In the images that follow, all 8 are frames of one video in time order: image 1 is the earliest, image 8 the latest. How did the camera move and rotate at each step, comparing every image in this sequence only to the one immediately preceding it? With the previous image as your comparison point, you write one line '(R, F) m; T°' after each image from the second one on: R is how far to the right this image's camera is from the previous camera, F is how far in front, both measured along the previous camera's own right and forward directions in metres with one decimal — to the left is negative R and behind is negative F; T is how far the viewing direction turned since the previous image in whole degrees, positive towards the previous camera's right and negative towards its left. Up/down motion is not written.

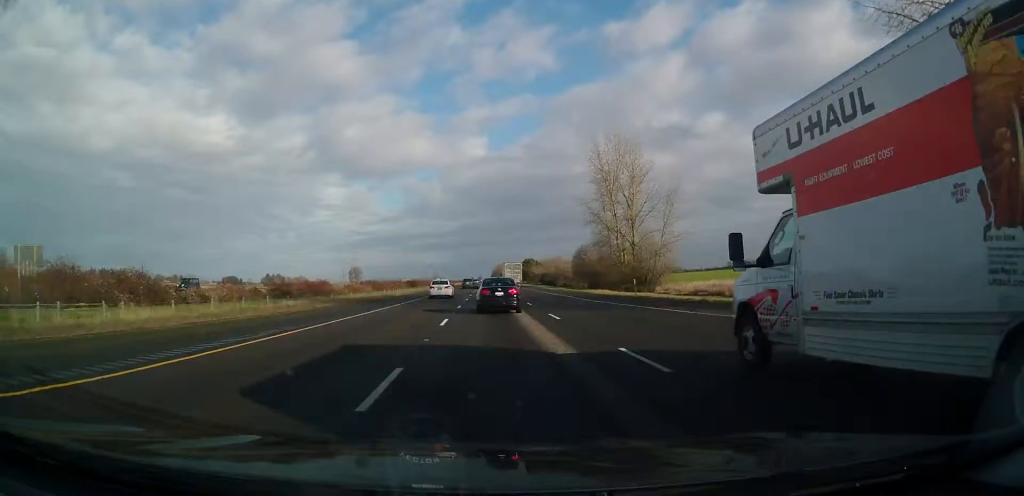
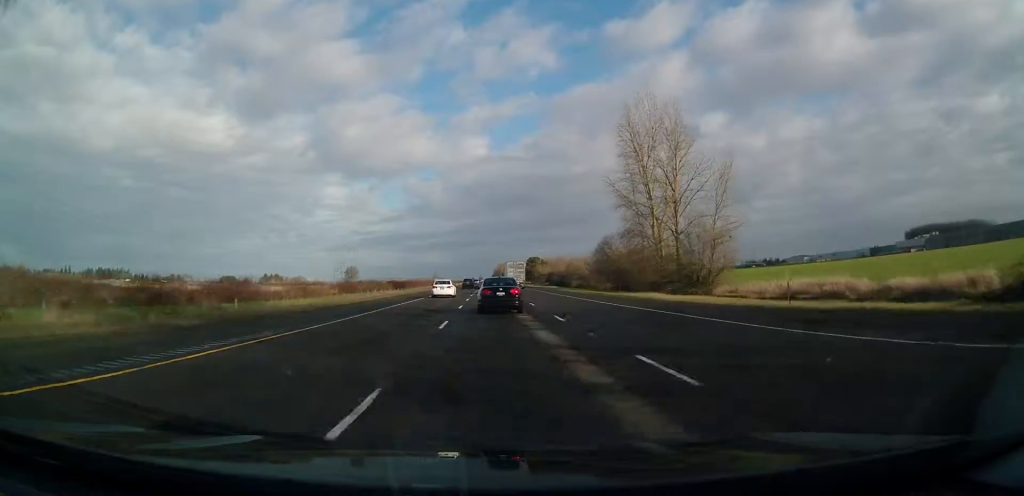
(+0.1, +27.6) m; 0°
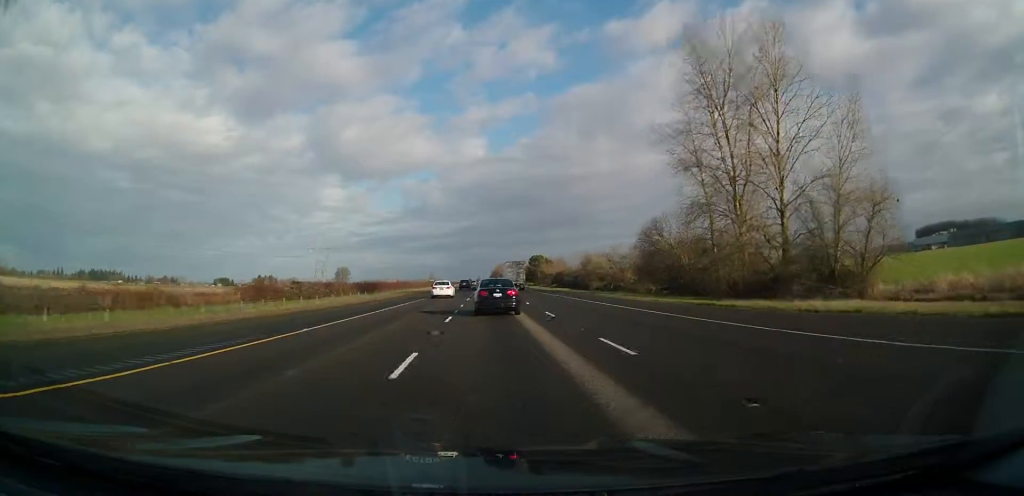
(-0.1, +34.9) m; -1°
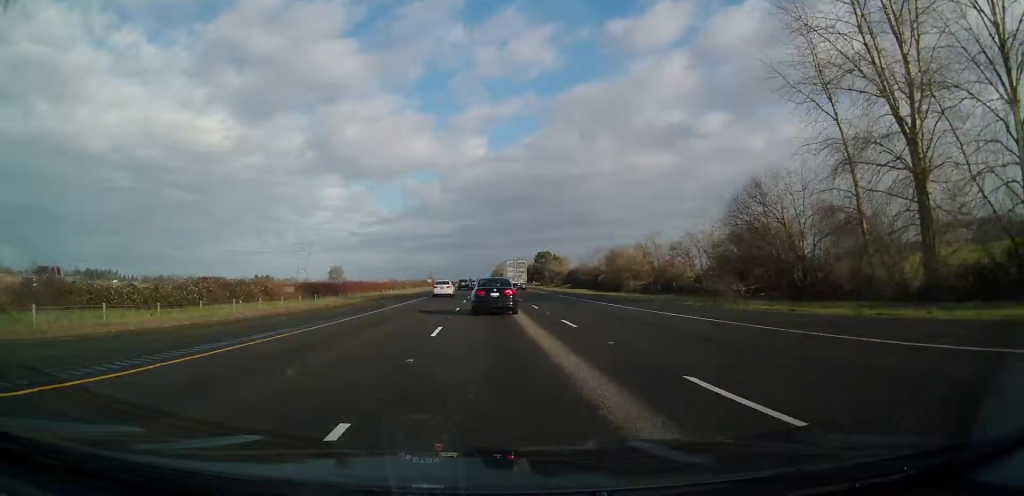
(-0.5, +30.8) m; 0°
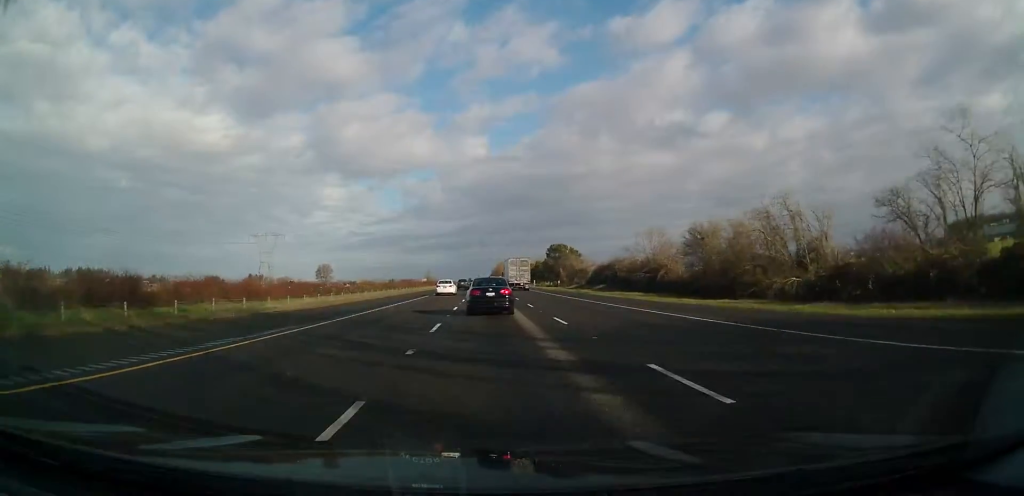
(+0.9, +48.3) m; +1°
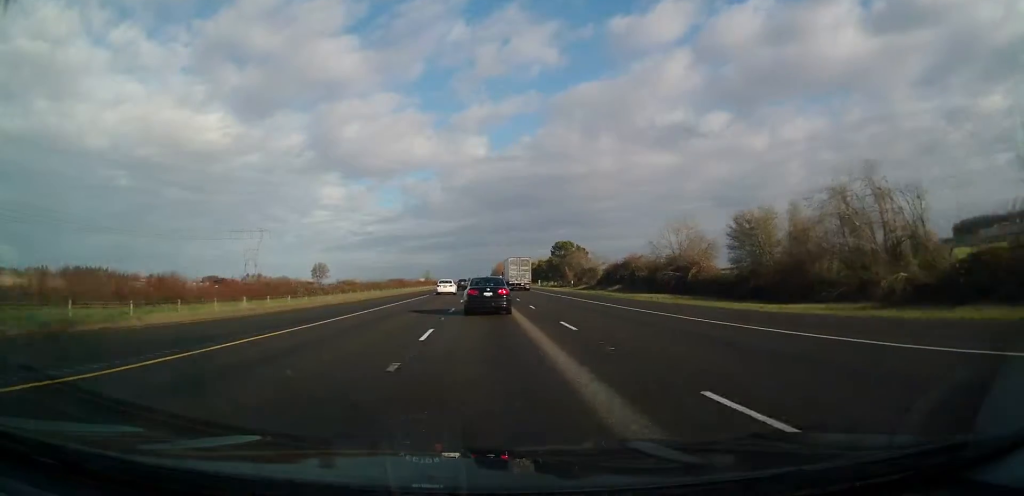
(+0.1, +14.6) m; 0°
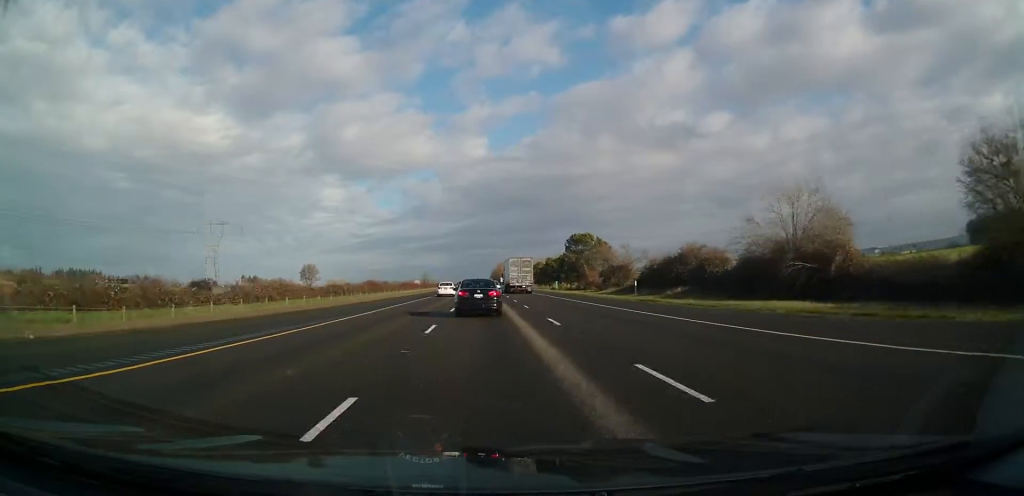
(-0.4, +34.4) m; 0°
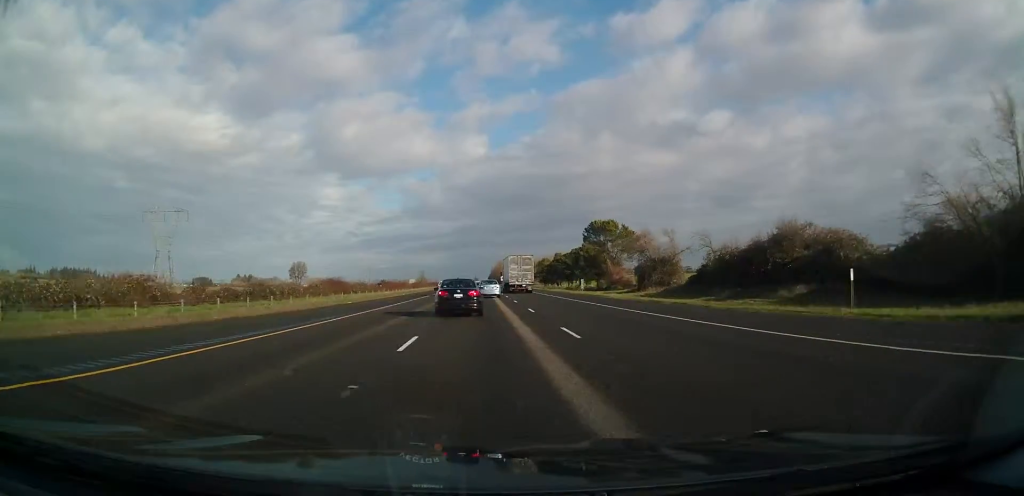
(+0.1, +28.8) m; +1°
